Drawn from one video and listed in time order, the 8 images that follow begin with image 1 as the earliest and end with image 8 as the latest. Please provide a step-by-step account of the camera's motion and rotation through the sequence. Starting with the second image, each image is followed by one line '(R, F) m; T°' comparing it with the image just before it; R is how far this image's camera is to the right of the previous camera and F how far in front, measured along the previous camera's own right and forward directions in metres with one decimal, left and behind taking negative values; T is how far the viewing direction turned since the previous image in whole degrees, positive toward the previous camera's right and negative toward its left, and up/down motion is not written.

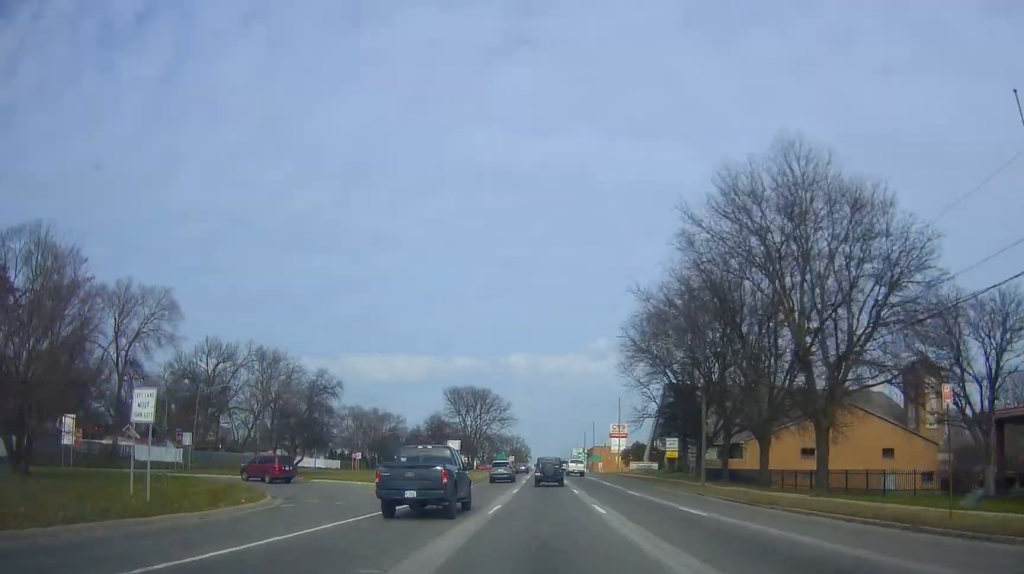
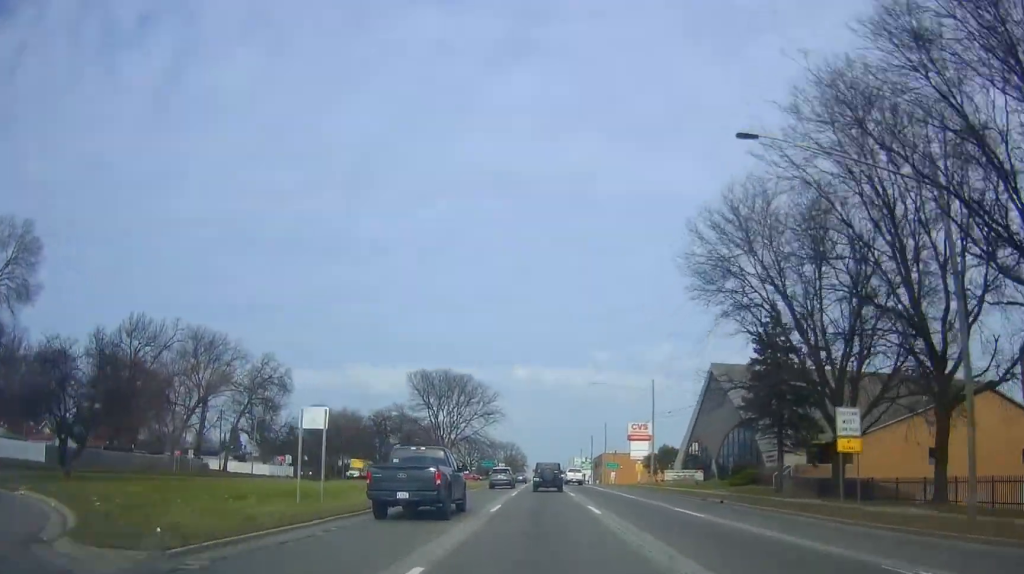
(+0.3, +30.1) m; +1°
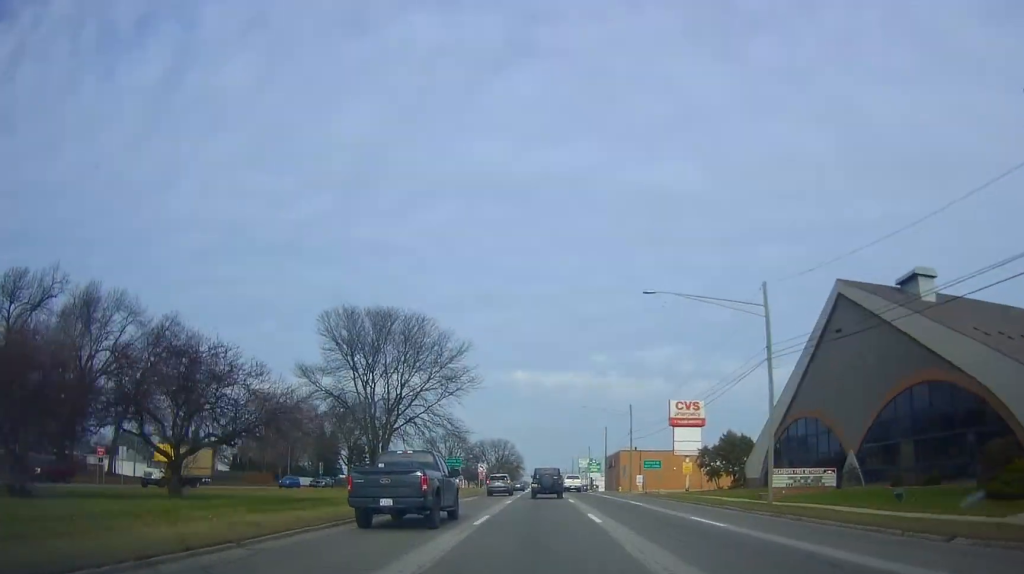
(-0.1, +34.1) m; +1°
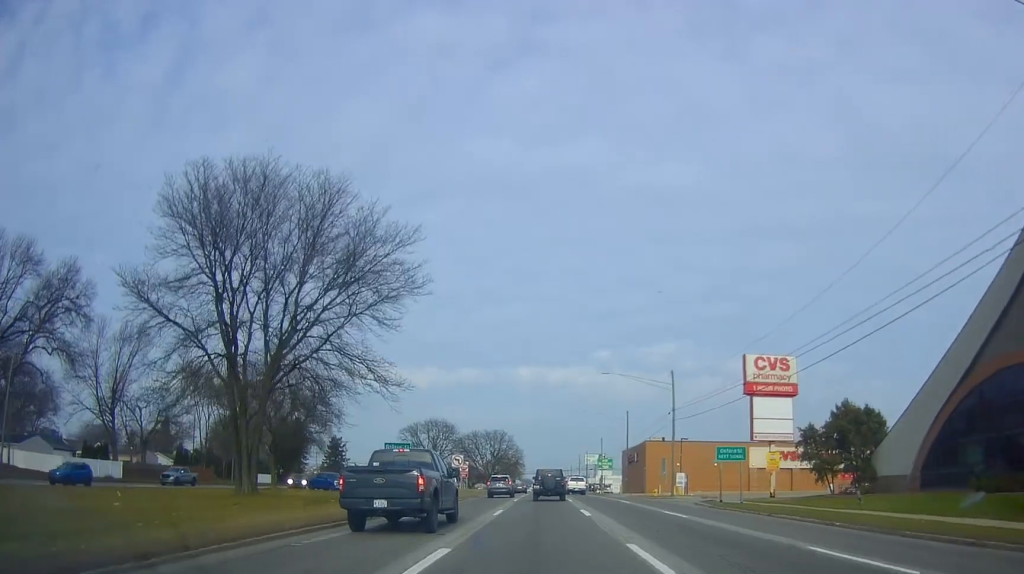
(+0.2, +24.5) m; -1°
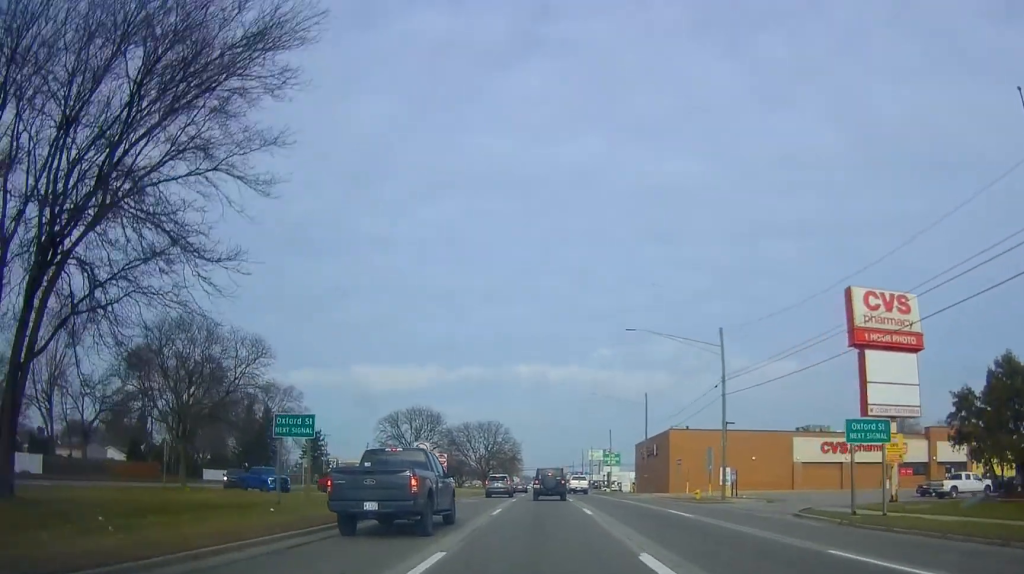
(-0.2, +15.8) m; -1°
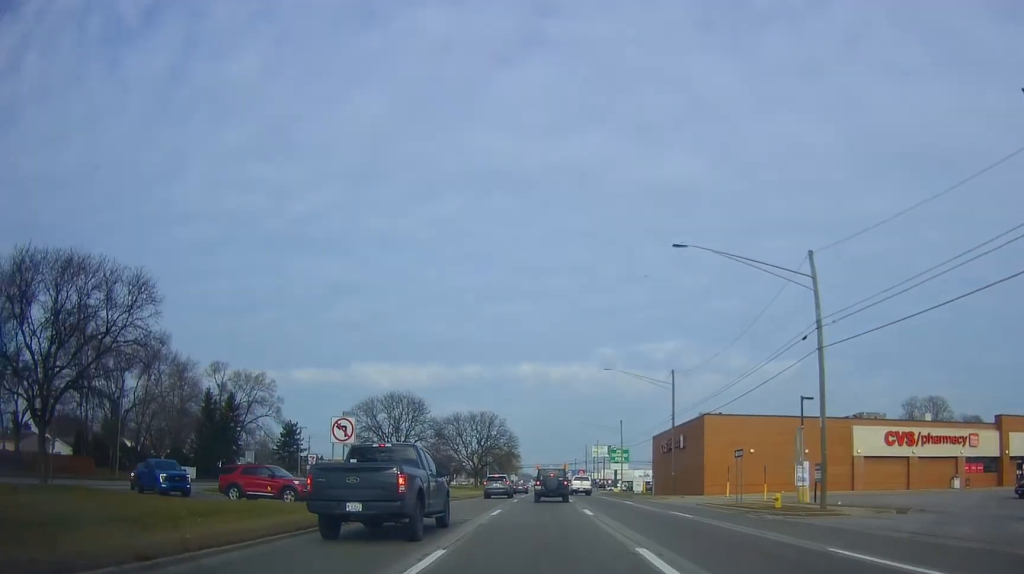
(-0.4, +14.8) m; 0°
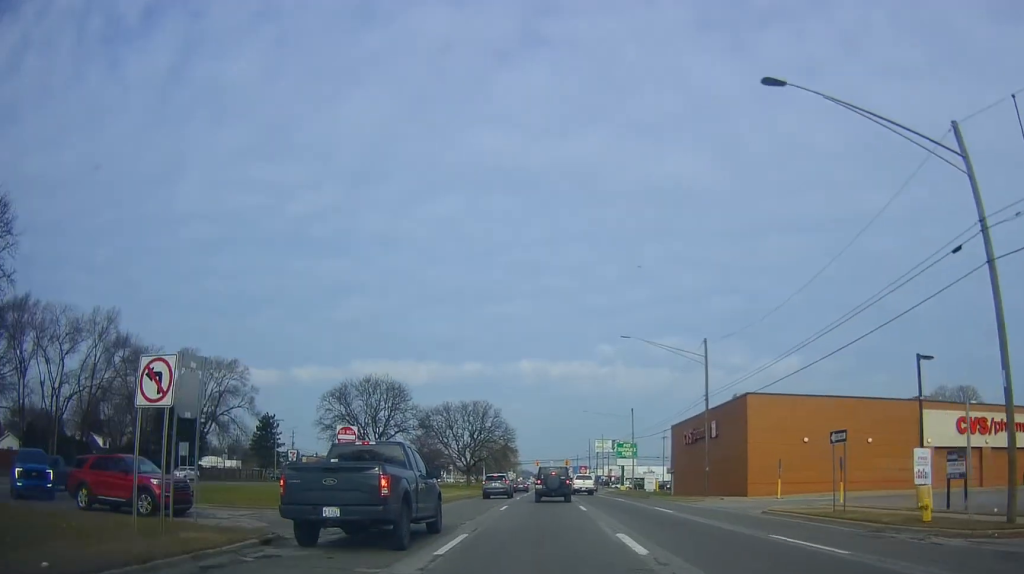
(+0.5, +11.6) m; 0°
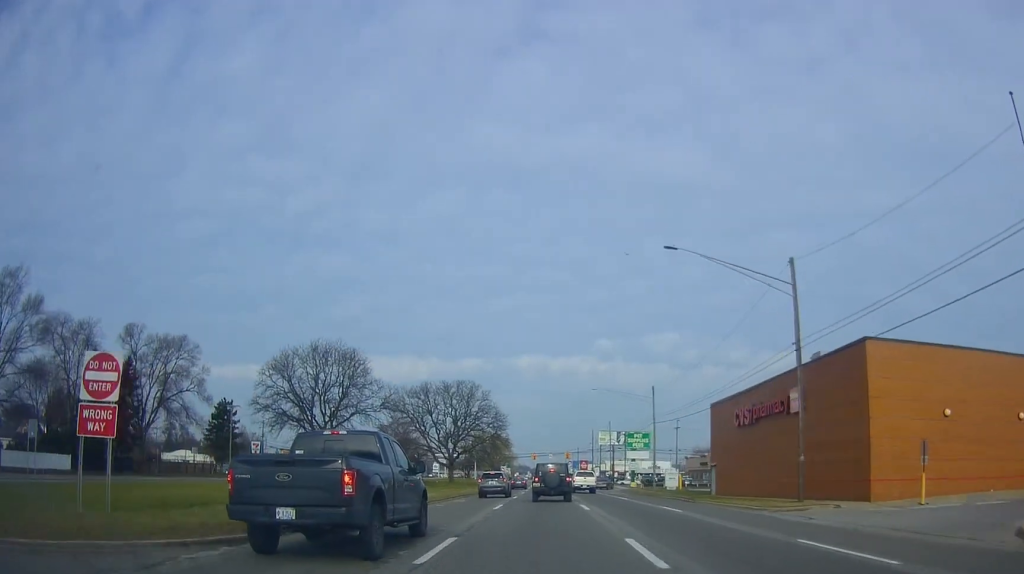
(-0.3, +17.1) m; 0°
